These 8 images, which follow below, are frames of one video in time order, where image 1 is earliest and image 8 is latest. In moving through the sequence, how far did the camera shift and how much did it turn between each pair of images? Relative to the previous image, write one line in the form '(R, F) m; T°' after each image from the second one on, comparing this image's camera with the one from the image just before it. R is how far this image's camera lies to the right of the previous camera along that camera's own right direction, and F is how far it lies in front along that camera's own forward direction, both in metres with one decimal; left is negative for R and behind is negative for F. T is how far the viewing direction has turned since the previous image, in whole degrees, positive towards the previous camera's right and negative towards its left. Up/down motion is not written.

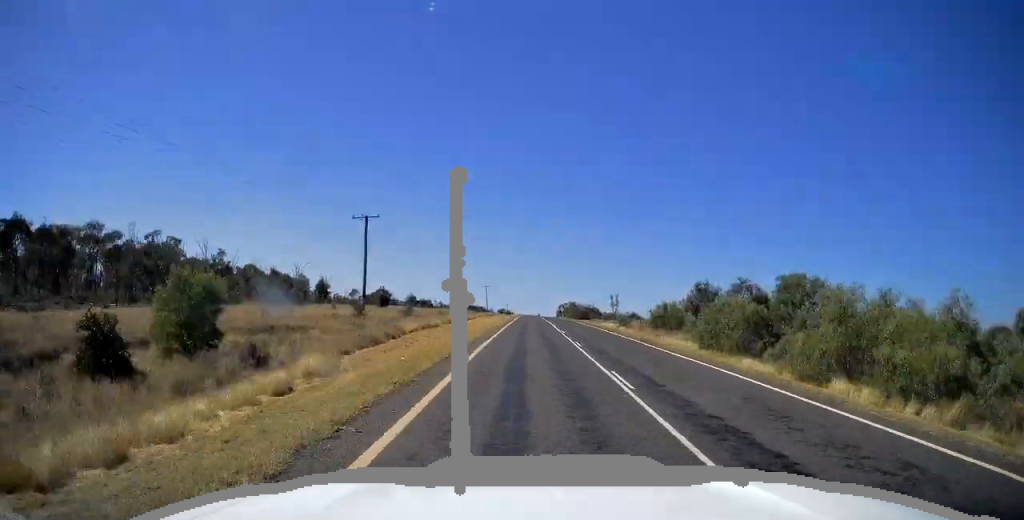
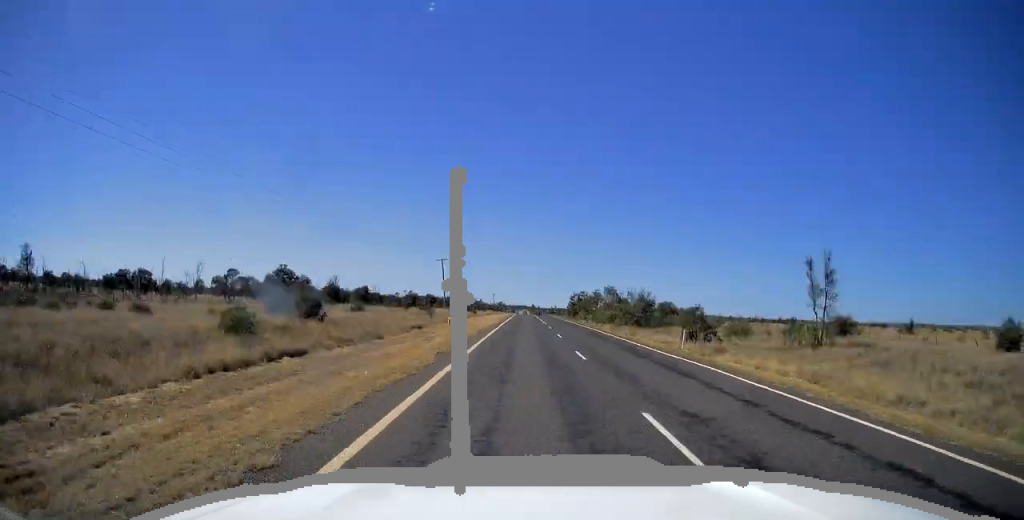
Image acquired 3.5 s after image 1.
(-0.2, +97.5) m; 0°
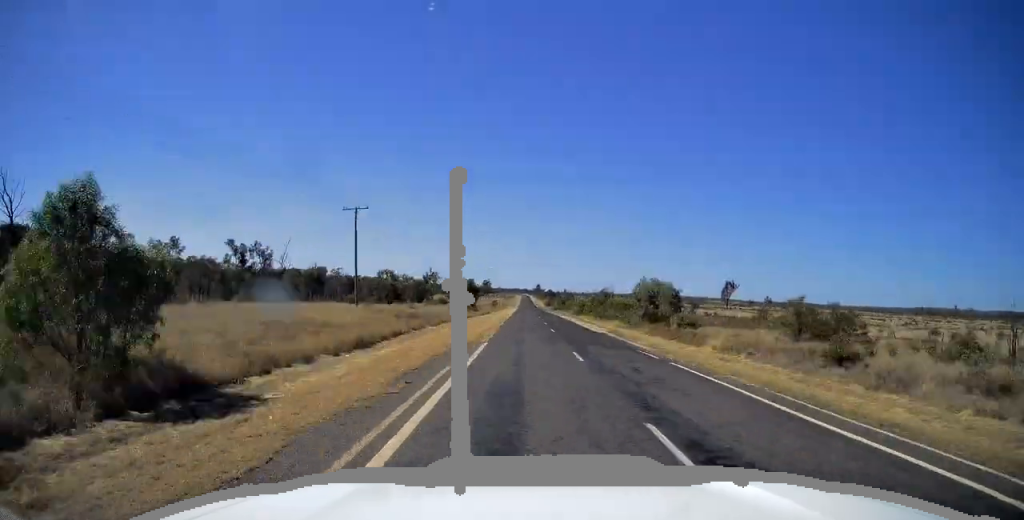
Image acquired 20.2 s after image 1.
(+1.2, +461.3) m; 0°
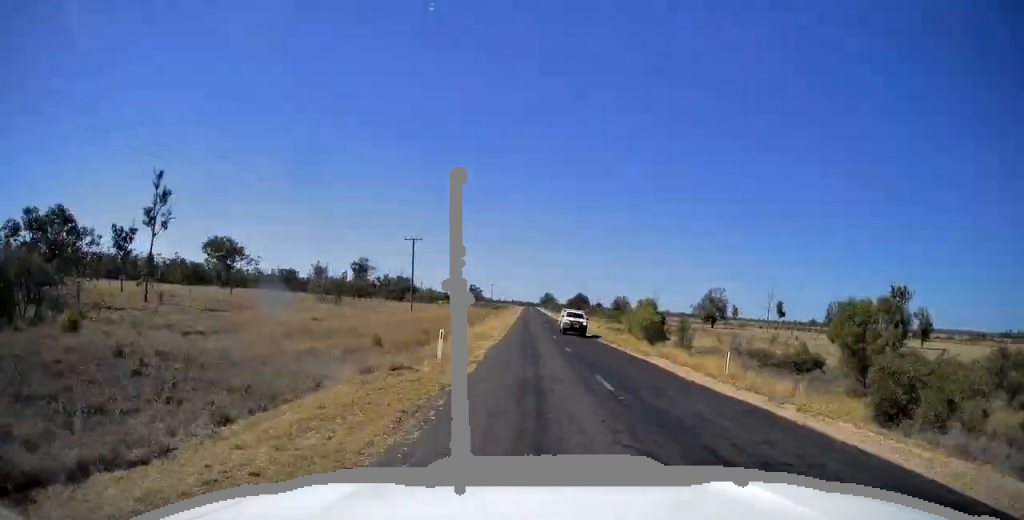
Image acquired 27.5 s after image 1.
(0.0, +204.0) m; 0°
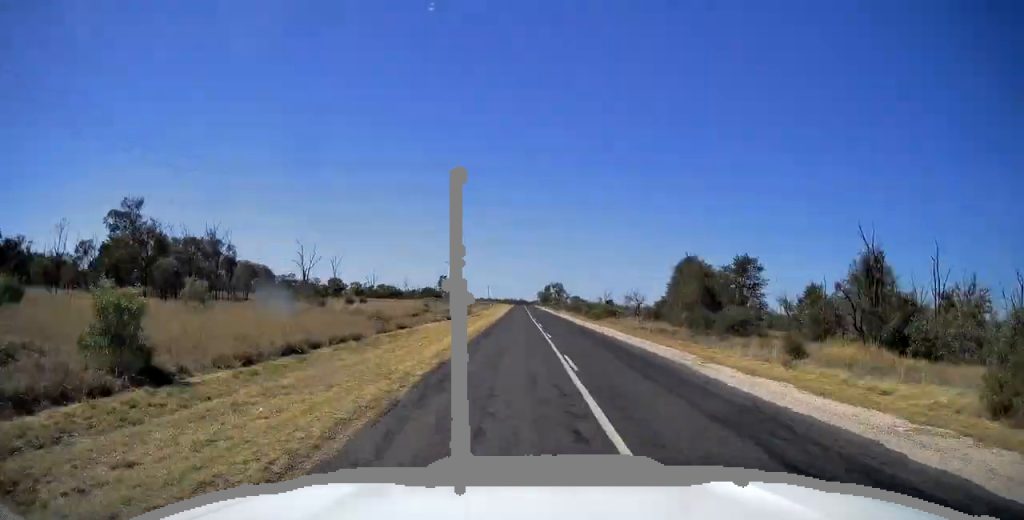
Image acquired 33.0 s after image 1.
(-0.2, +150.8) m; 0°
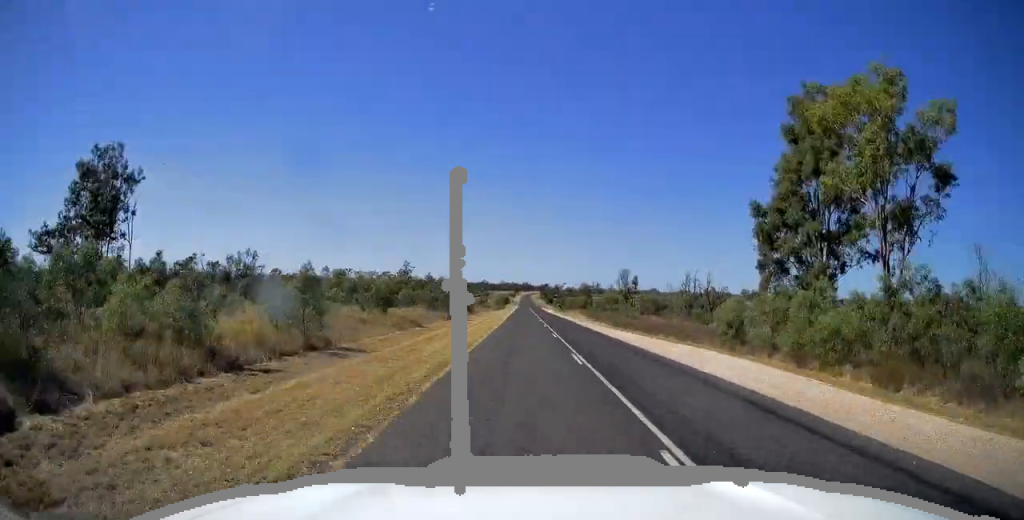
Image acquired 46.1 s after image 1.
(+0.5, +363.6) m; 0°
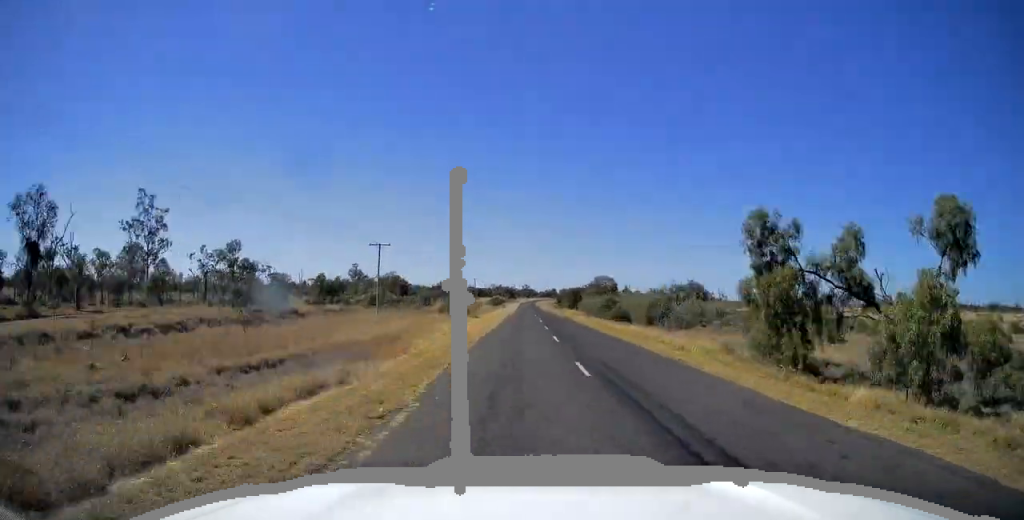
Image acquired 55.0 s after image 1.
(-0.1, +248.1) m; +1°
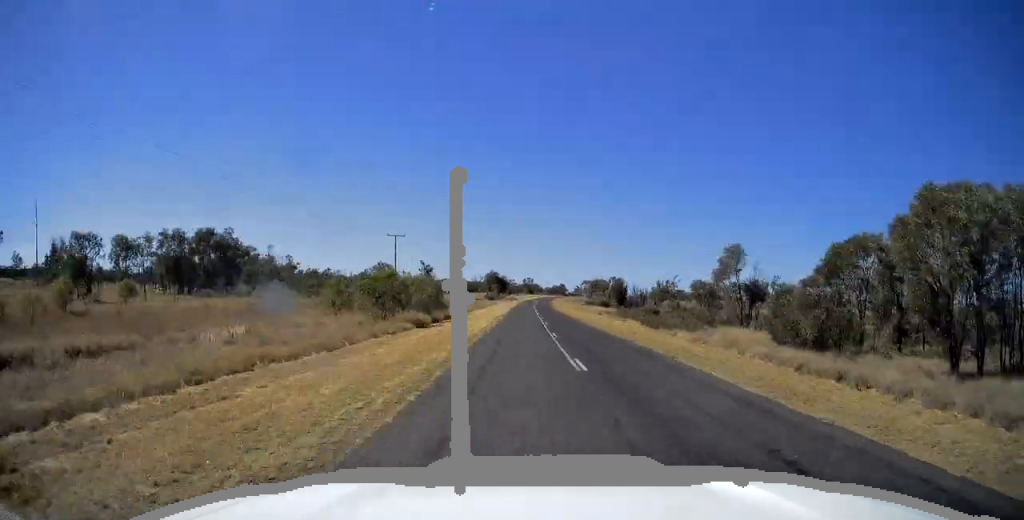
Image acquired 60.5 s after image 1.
(-1.4, +150.5) m; +1°
